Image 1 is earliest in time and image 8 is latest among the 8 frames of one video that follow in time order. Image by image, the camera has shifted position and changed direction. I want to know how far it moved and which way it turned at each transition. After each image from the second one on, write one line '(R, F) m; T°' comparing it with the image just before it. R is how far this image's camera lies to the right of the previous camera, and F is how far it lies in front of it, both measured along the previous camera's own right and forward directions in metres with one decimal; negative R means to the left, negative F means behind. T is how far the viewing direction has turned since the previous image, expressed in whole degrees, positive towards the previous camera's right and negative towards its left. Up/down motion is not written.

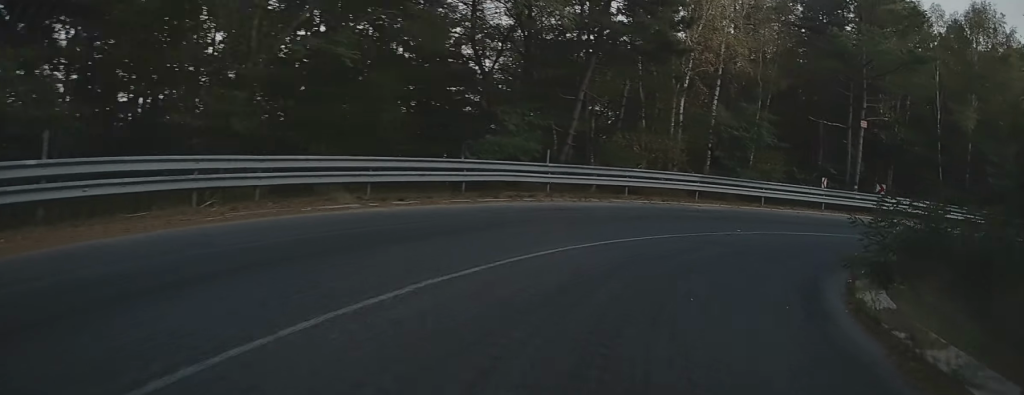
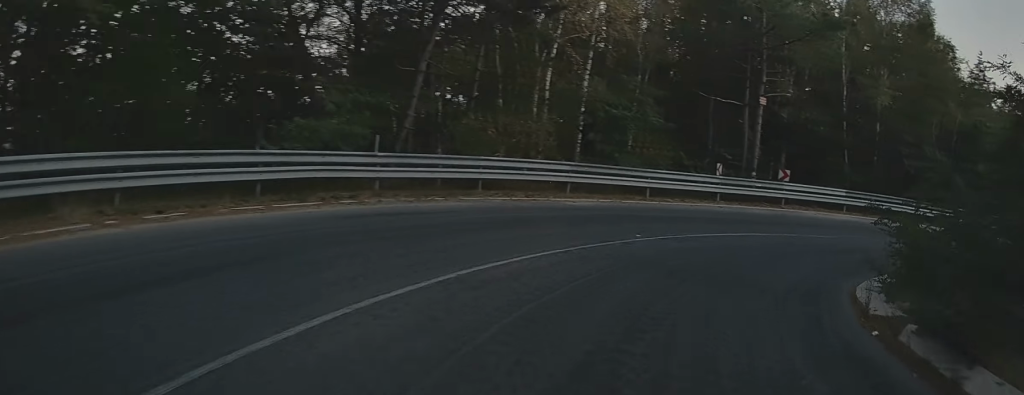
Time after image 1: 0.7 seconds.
(+0.4, +6.0) m; +11°
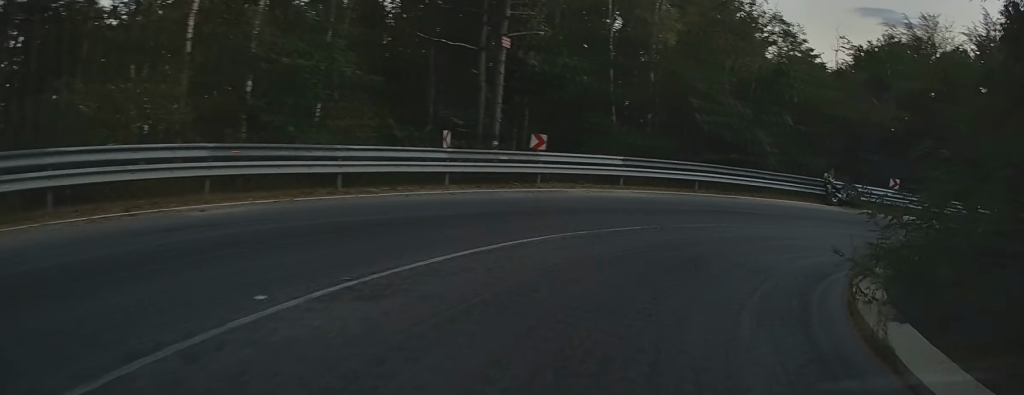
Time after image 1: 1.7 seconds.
(+1.4, +9.0) m; +24°
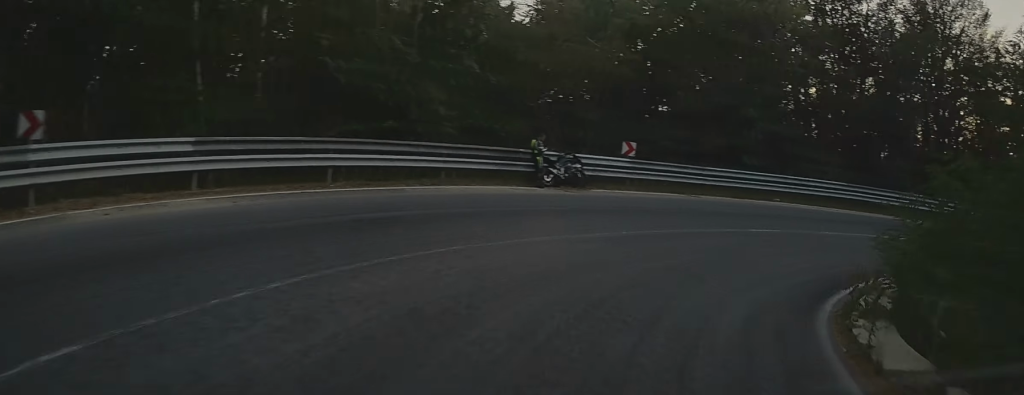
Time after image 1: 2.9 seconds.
(+3.2, +11.3) m; +28°
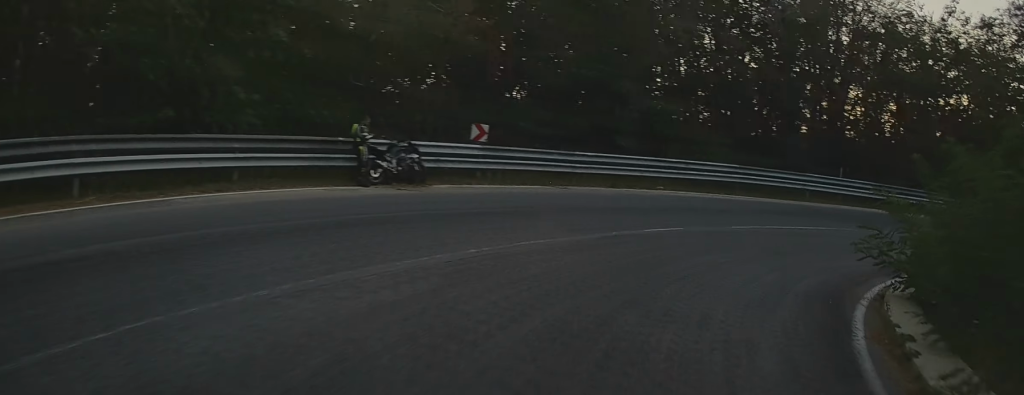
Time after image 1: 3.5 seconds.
(+0.1, +4.9) m; +11°
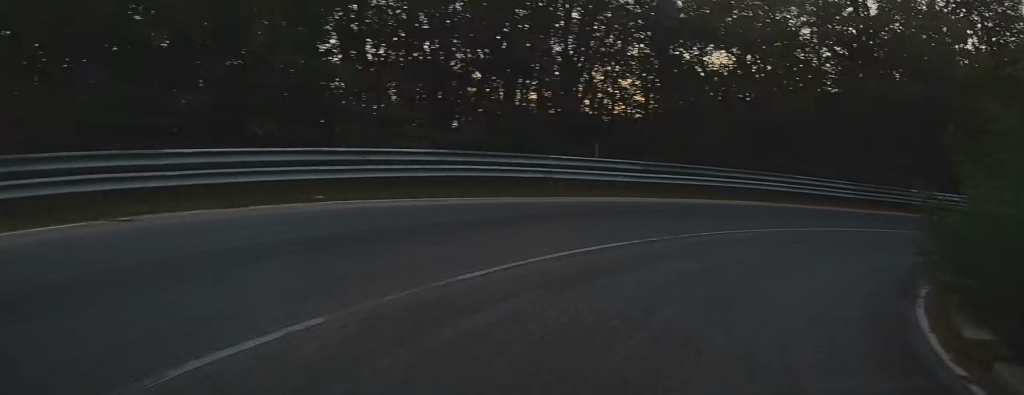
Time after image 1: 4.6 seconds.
(+2.4, +9.7) m; +26°
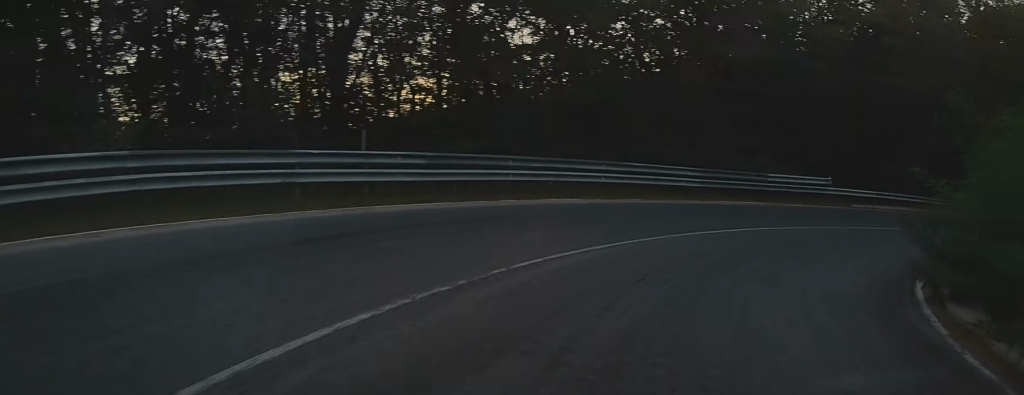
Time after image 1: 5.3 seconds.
(+0.7, +6.4) m; +16°
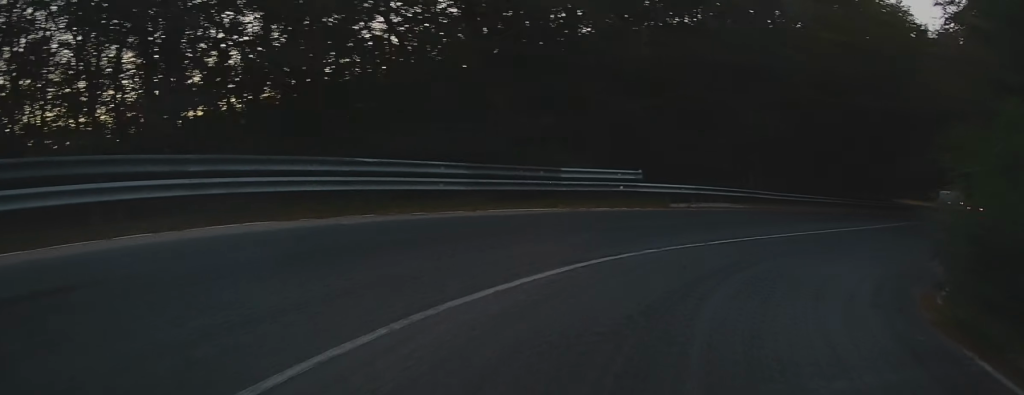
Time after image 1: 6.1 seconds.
(+1.5, +7.4) m; +23°
